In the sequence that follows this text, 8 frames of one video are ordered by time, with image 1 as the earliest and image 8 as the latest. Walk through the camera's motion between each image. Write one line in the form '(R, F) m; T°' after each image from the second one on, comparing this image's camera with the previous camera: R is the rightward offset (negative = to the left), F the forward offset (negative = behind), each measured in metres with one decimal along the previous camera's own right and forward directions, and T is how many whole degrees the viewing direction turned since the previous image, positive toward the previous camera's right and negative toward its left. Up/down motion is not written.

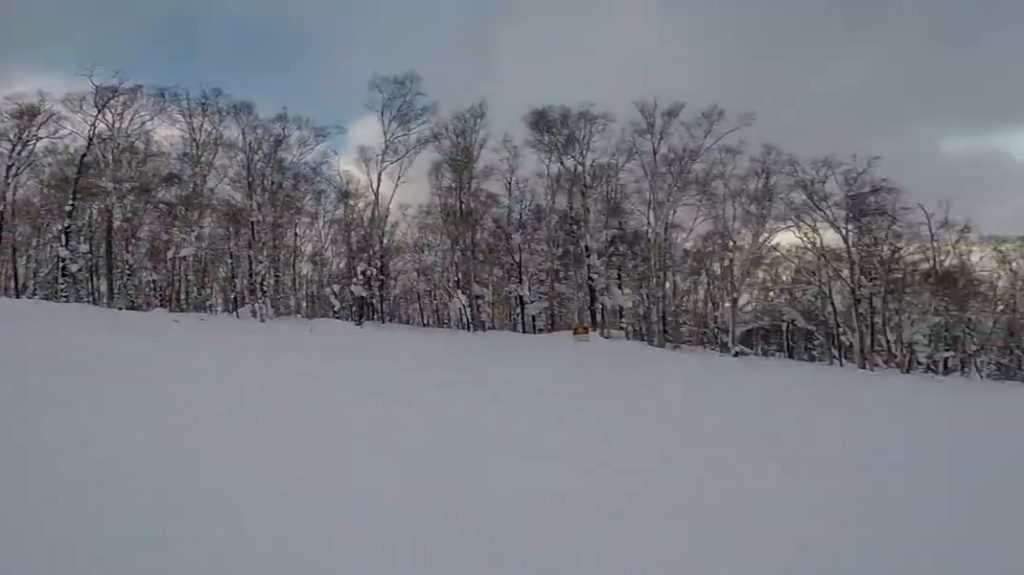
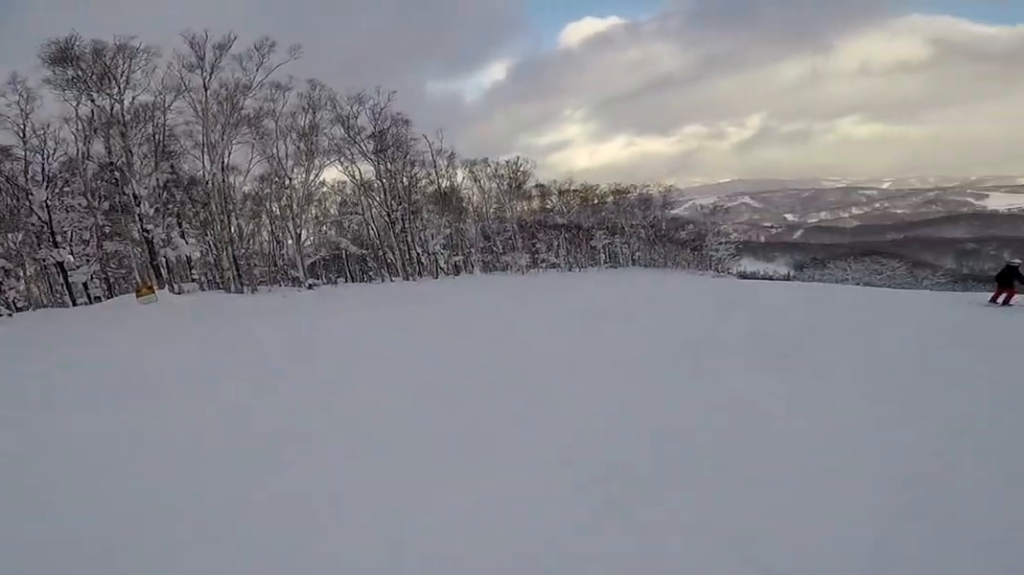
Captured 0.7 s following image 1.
(-0.2, +3.2) m; +20°
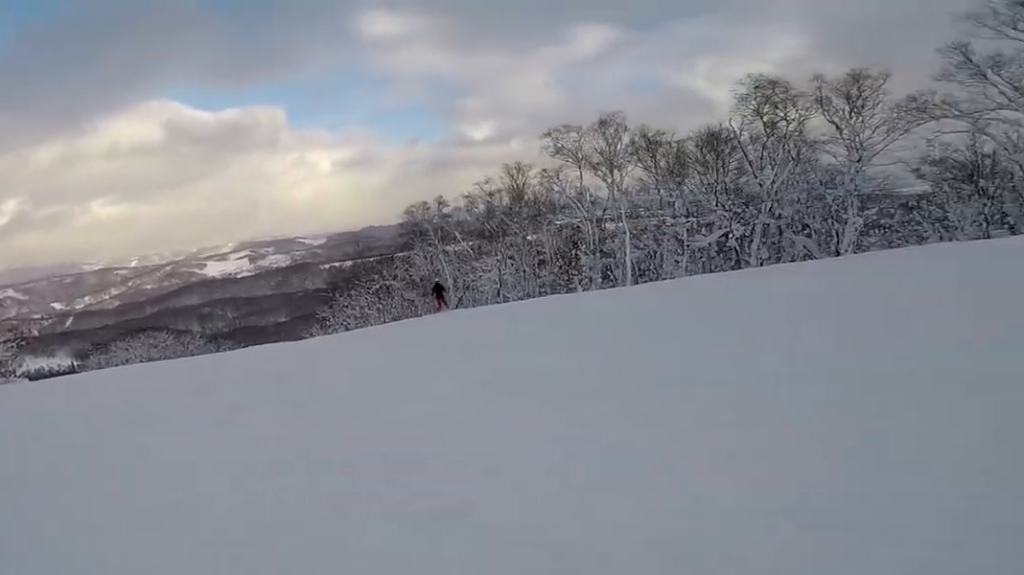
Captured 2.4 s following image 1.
(+3.9, +5.0) m; +66°
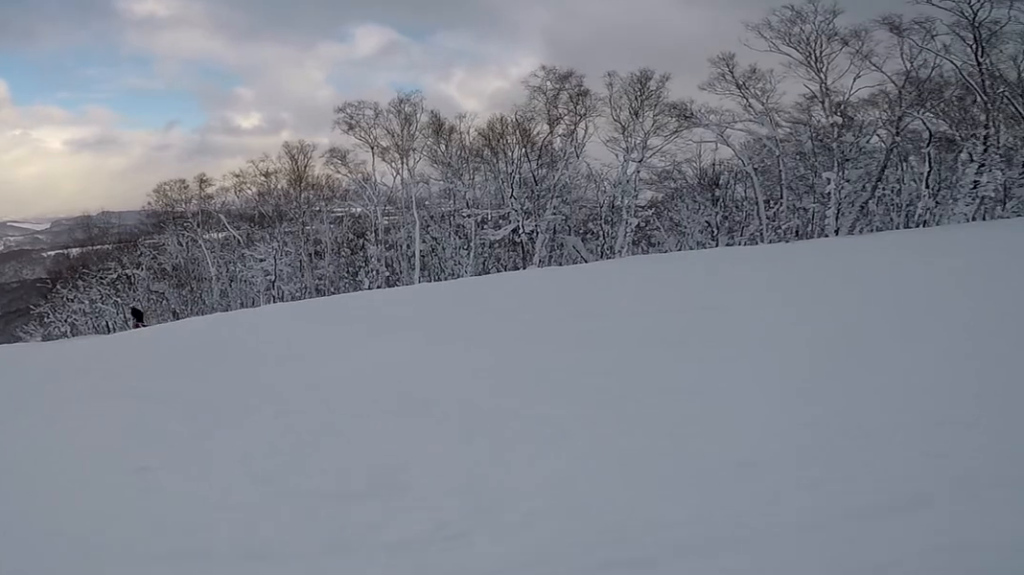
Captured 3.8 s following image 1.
(+2.1, +5.1) m; +36°
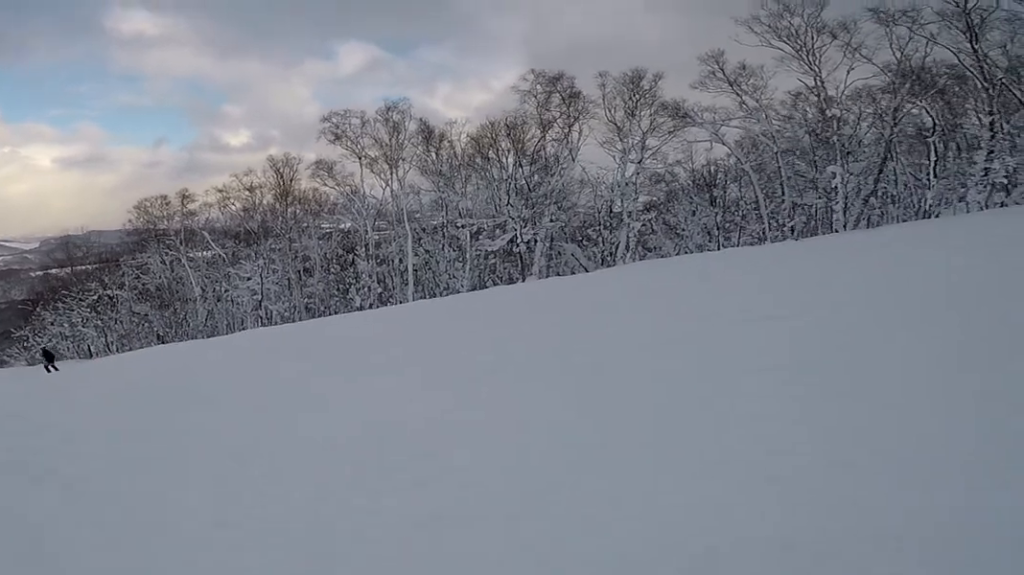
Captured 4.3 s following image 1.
(+0.3, +1.8) m; -3°
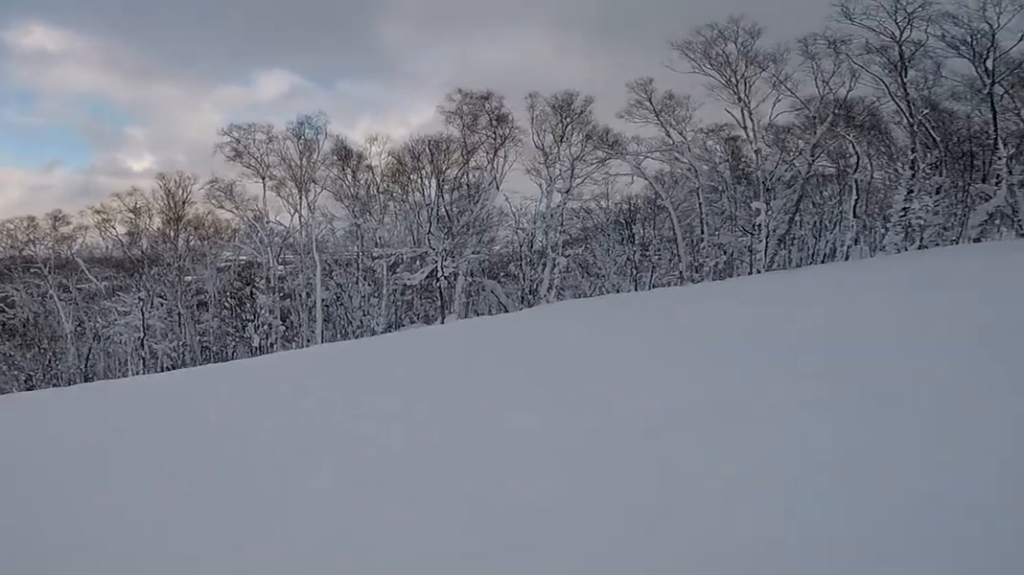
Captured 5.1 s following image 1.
(-0.1, +2.7) m; -4°
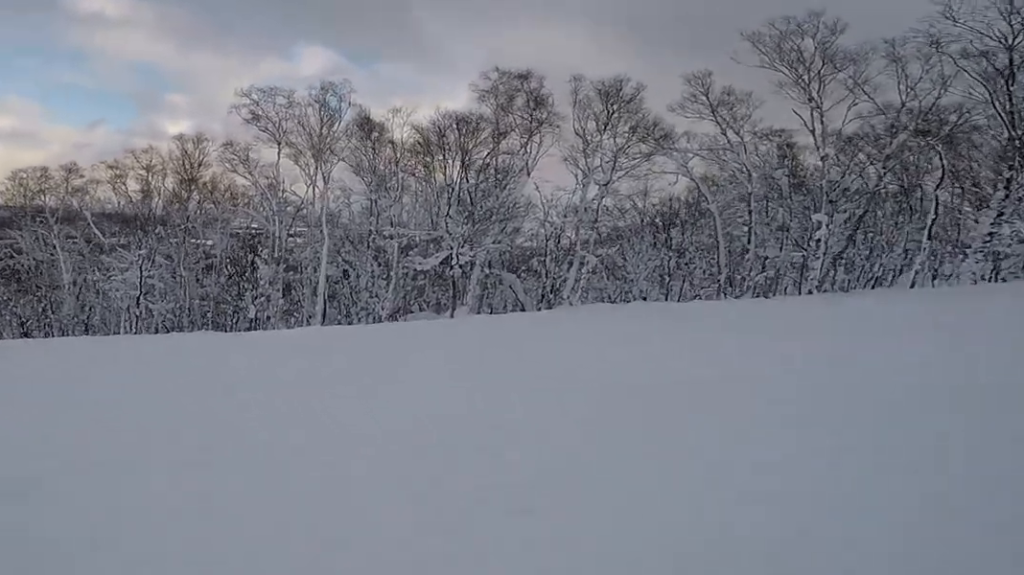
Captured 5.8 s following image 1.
(-0.5, +1.9) m; -3°
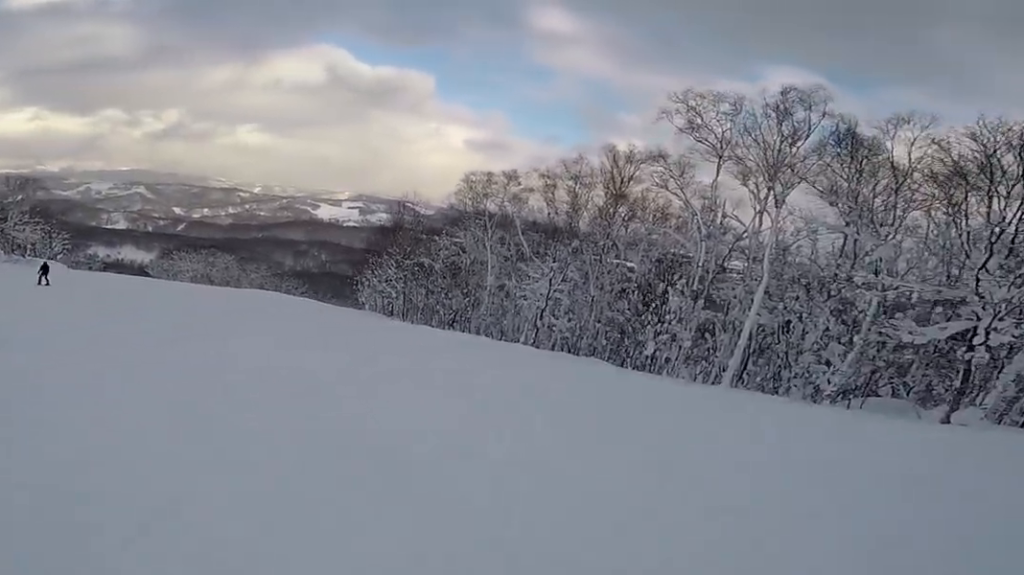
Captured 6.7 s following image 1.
(+0.7, +2.8) m; -26°
